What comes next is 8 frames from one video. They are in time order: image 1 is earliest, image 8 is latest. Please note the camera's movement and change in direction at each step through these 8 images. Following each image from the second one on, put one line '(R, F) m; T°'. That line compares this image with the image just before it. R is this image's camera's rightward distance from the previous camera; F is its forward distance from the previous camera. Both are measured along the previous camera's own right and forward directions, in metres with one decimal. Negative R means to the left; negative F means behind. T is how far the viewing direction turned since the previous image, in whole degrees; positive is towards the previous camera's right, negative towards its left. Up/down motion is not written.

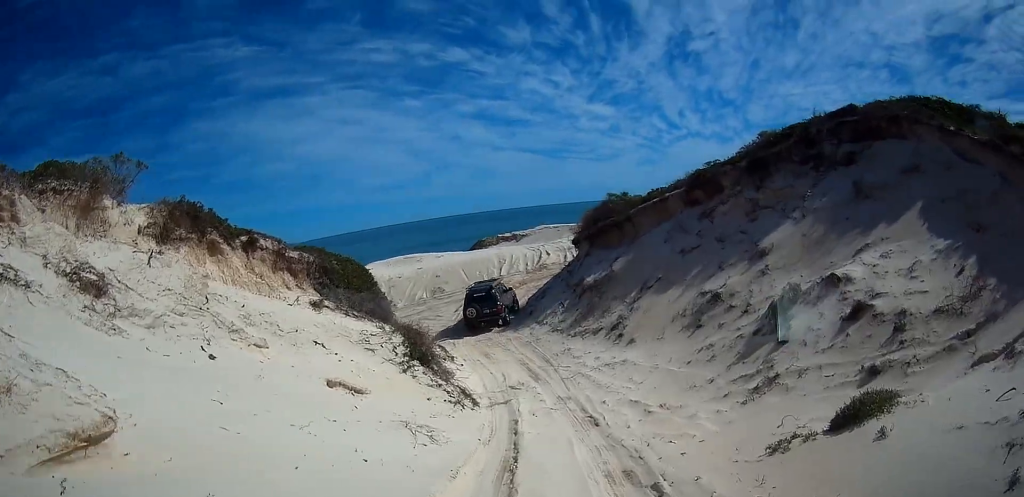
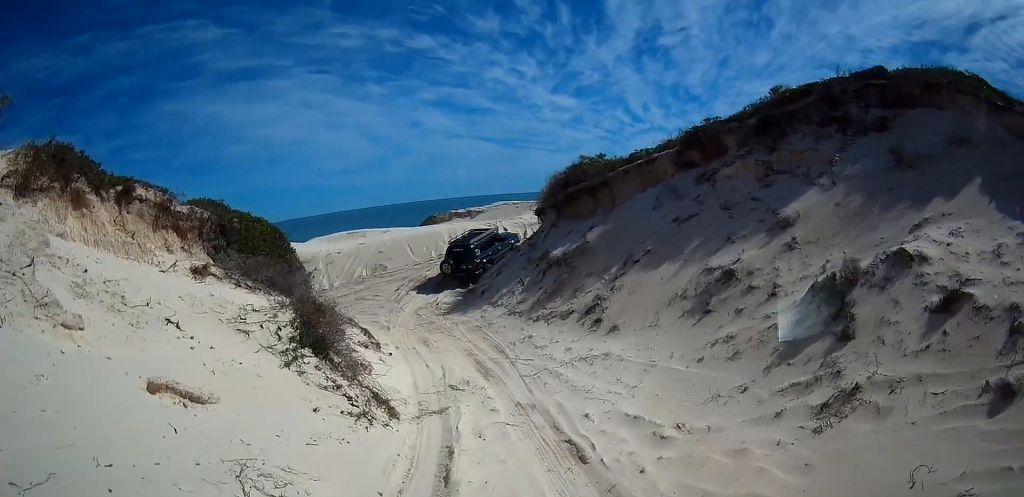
(+0.3, +4.0) m; +6°
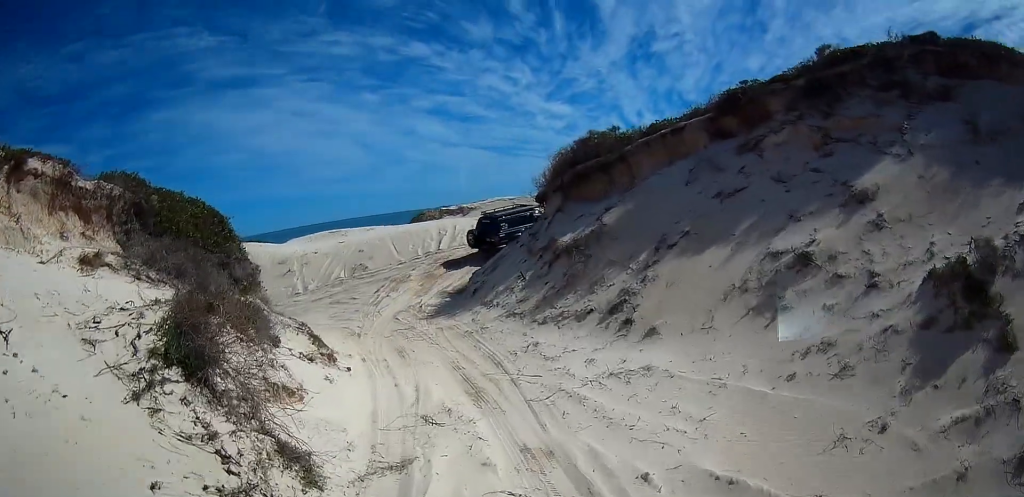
(+0.2, +3.7) m; -3°
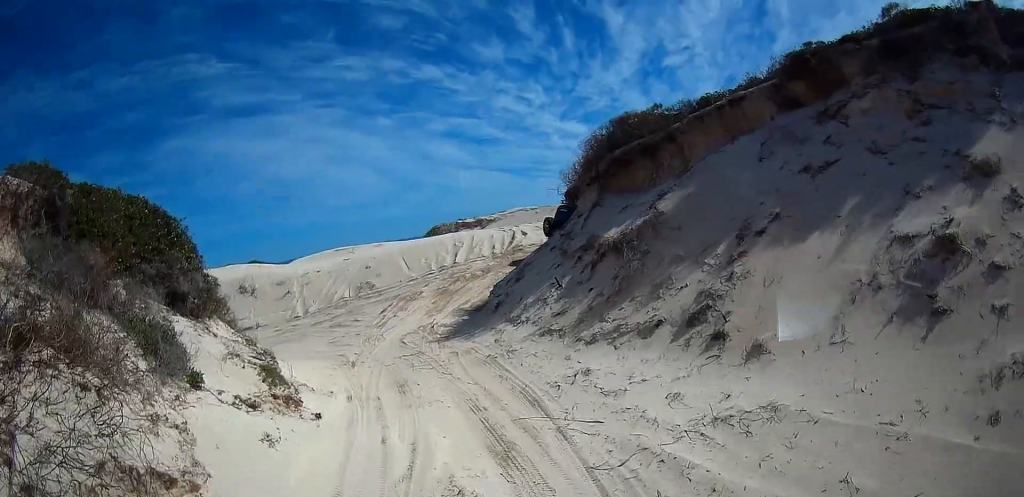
(-0.2, +3.5) m; -9°
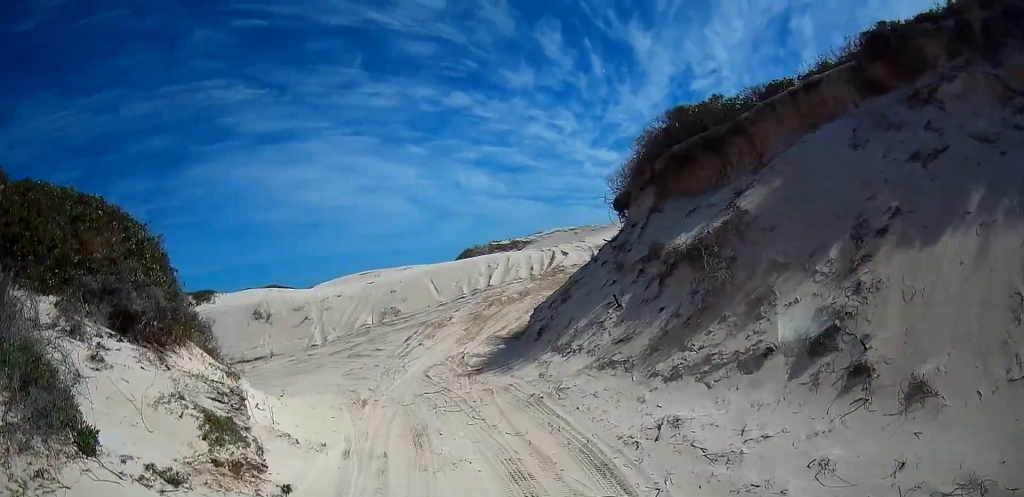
(-0.2, +2.6) m; -2°
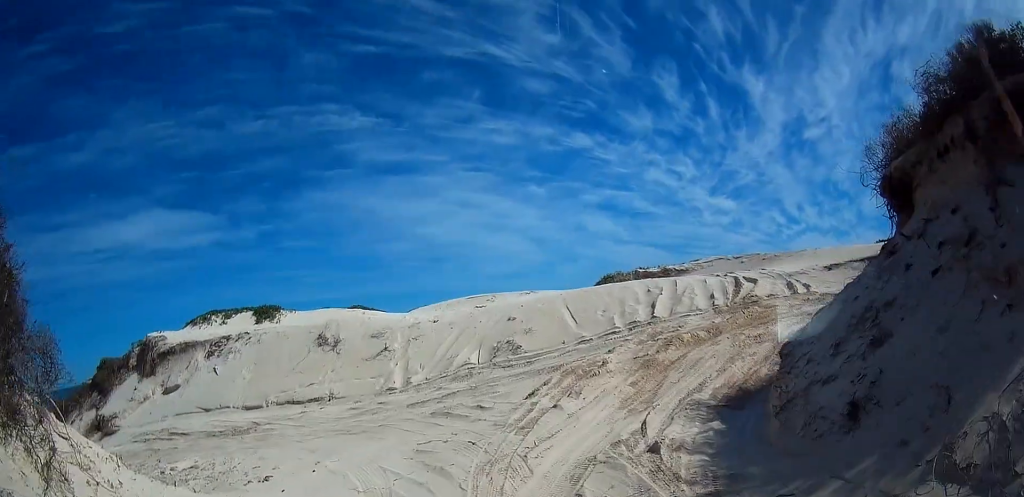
(+0.2, +7.6) m; 0°
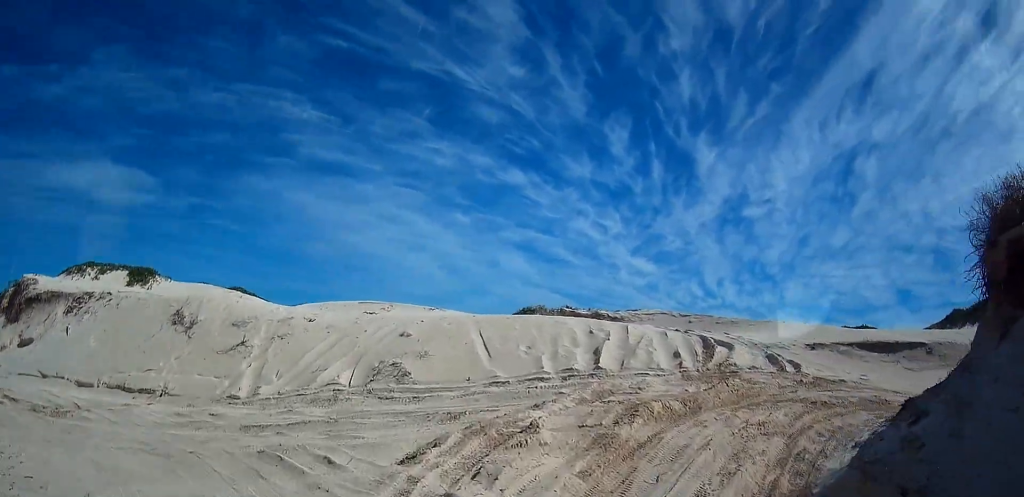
(-0.5, +4.4) m; +6°
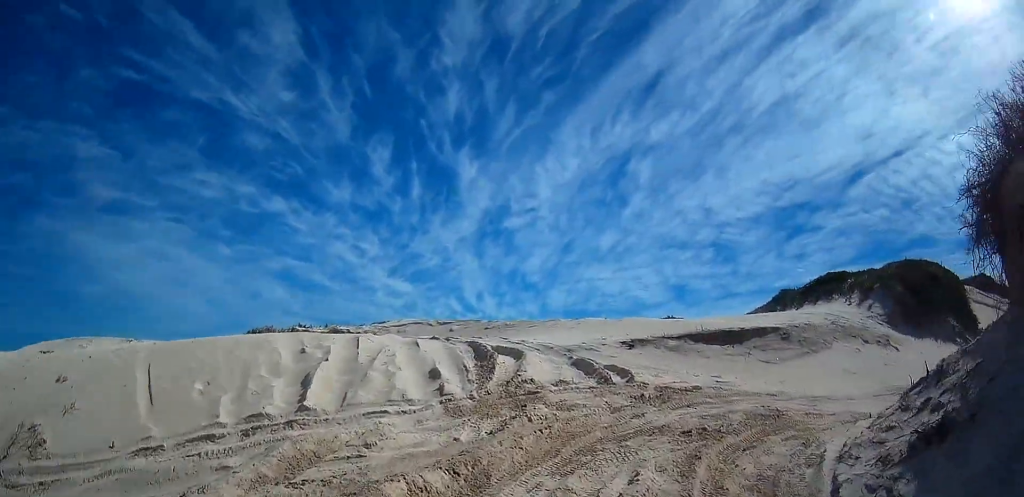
(+0.9, +4.3) m; +27°
